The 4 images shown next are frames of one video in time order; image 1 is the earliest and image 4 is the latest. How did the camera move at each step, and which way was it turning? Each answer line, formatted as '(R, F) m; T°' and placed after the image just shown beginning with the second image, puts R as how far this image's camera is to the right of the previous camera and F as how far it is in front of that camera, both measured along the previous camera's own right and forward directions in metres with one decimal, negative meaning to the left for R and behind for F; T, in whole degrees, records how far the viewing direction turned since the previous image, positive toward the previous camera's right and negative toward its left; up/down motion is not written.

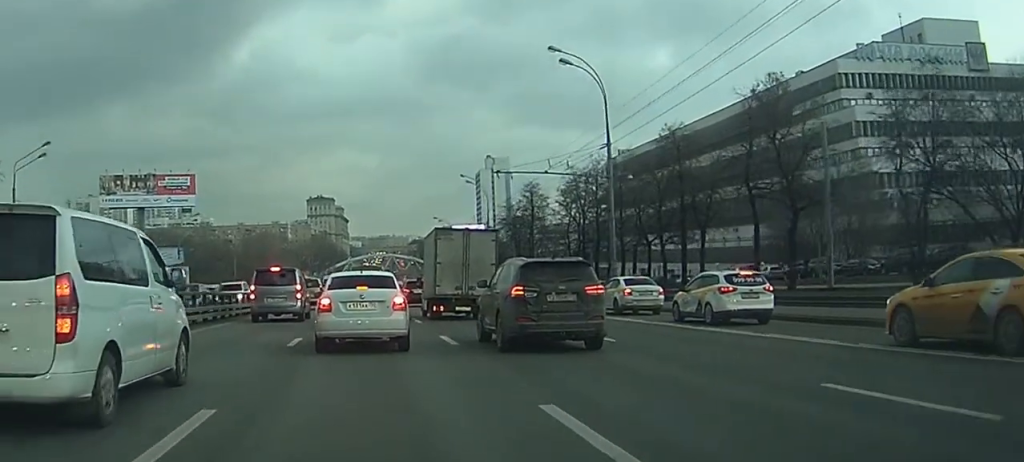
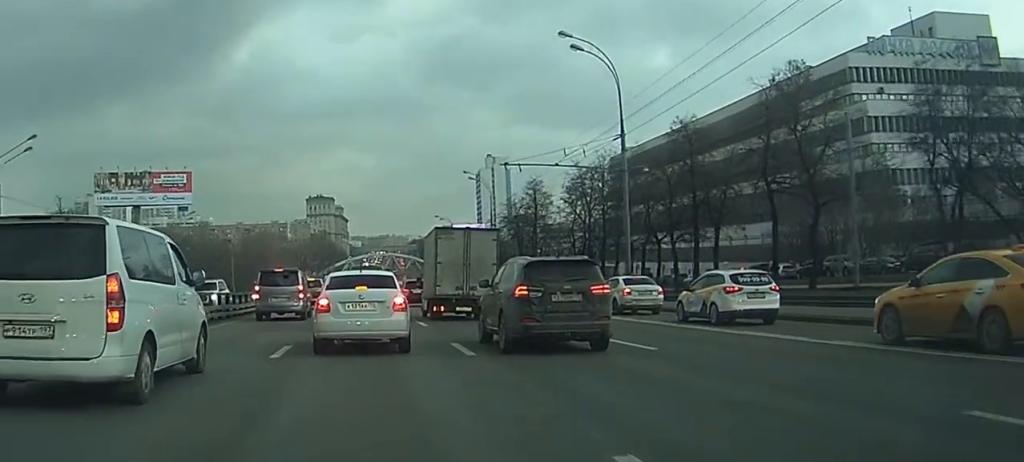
(0.0, +2.9) m; 0°
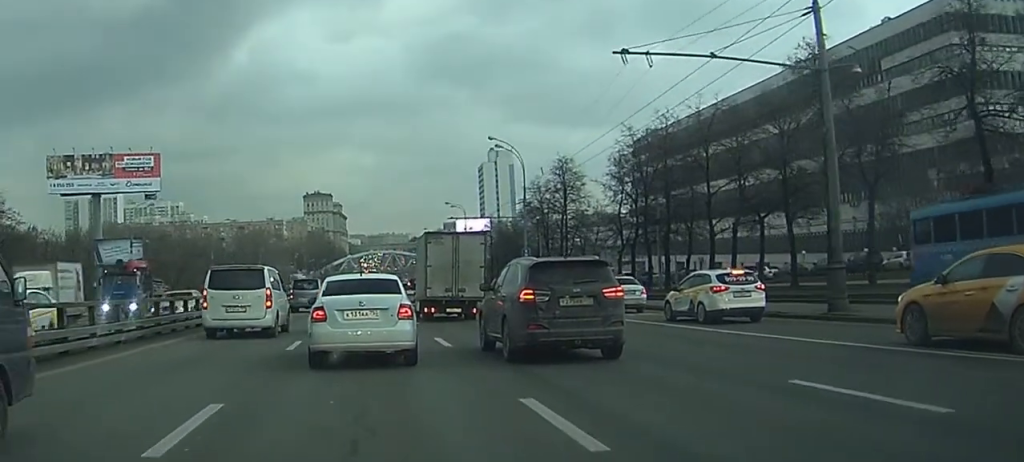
(0.0, +21.9) m; -1°
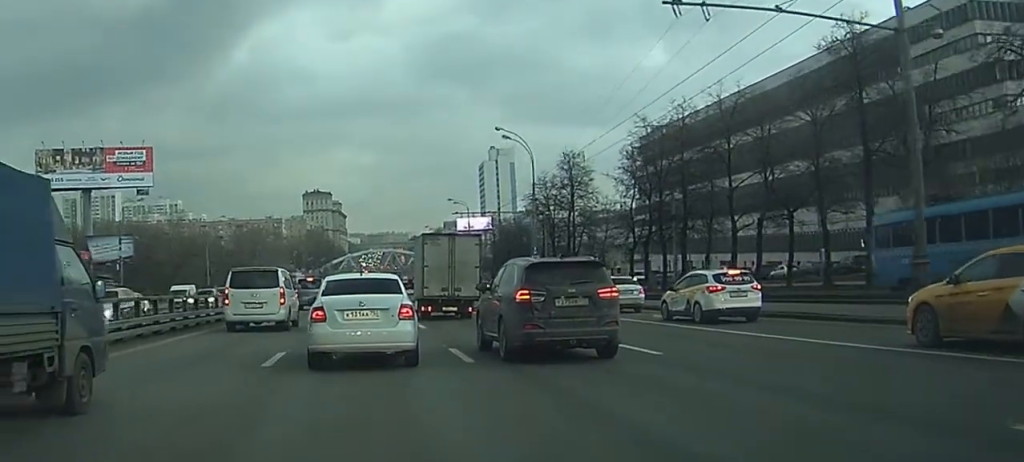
(0.0, +4.1) m; 0°
